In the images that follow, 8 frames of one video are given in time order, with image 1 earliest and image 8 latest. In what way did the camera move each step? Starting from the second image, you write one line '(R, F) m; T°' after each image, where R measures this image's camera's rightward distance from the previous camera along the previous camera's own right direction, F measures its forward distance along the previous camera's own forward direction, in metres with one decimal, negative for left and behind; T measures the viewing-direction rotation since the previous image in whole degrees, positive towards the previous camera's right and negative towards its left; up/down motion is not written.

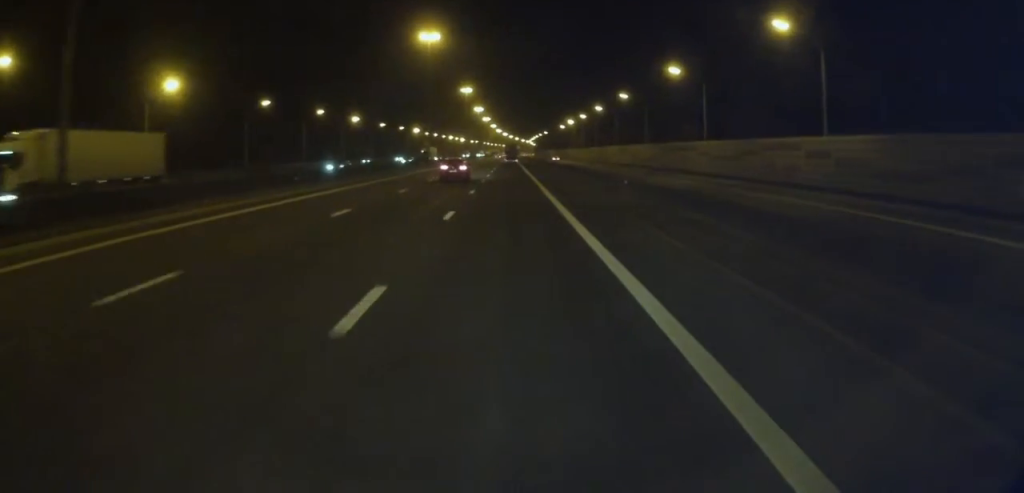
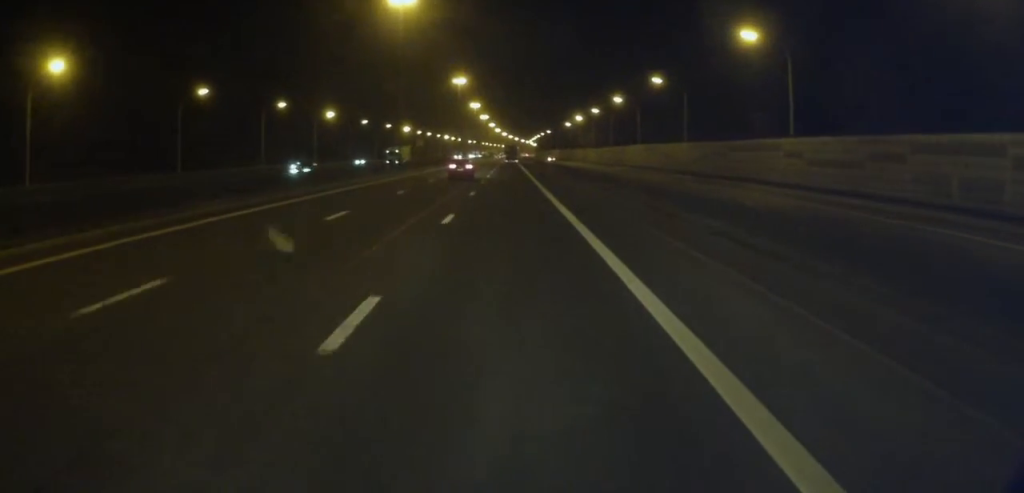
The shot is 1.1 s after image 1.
(0.0, +25.6) m; 0°
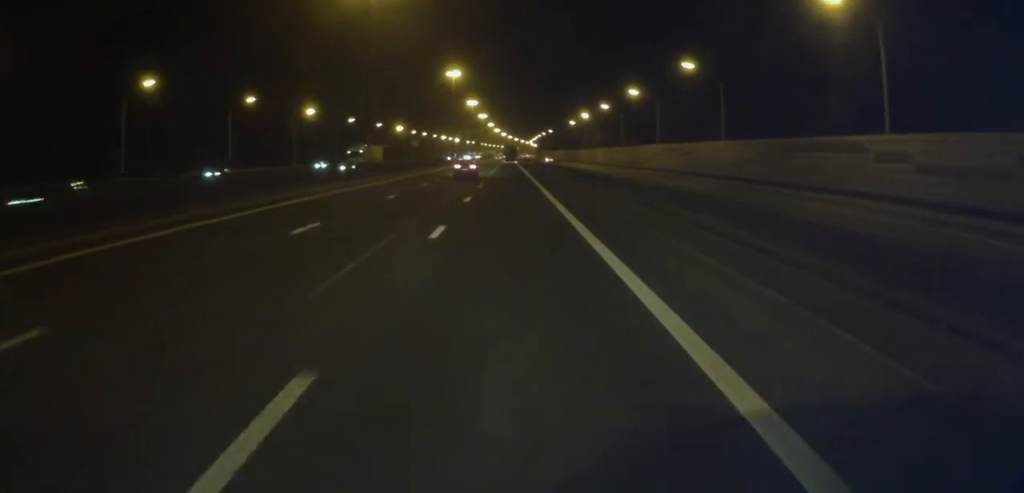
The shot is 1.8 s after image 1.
(0.0, +15.5) m; 0°
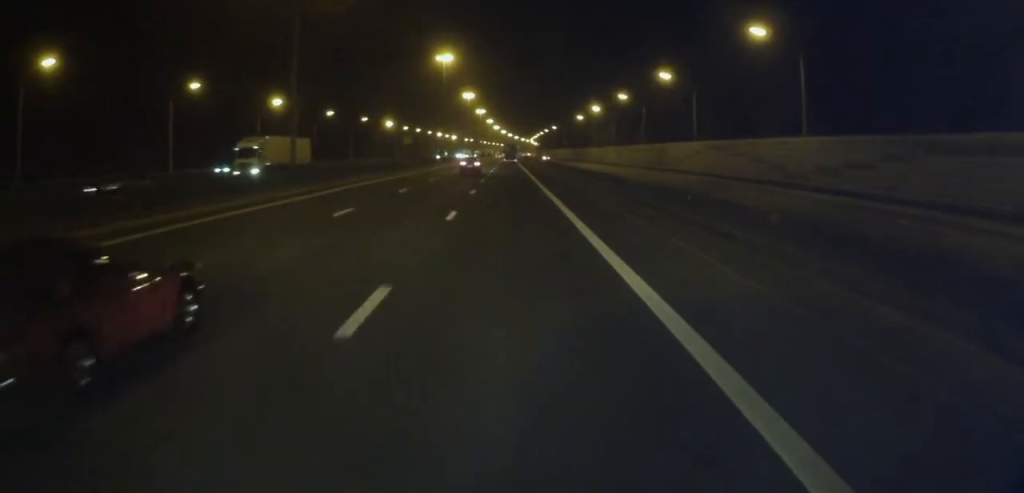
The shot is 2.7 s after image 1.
(0.0, +21.0) m; 0°
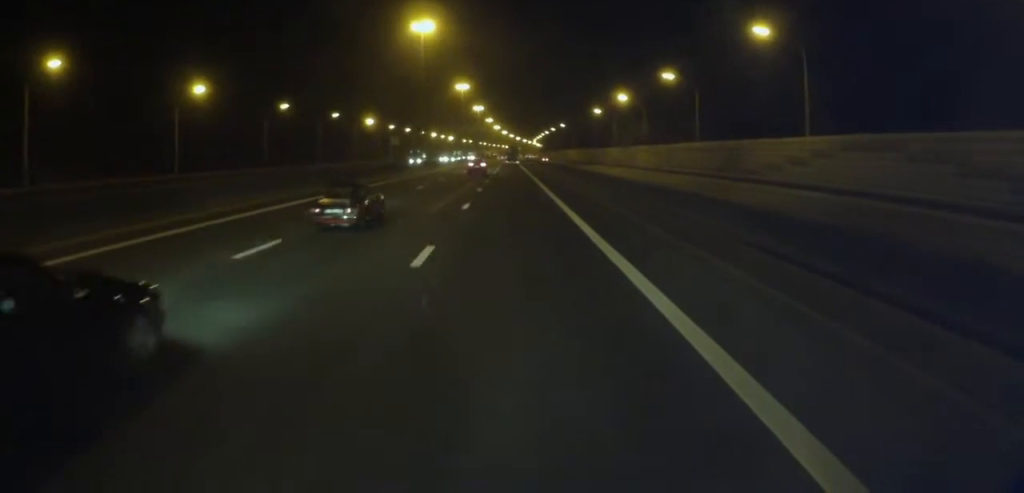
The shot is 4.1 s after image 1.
(0.0, +32.7) m; 0°
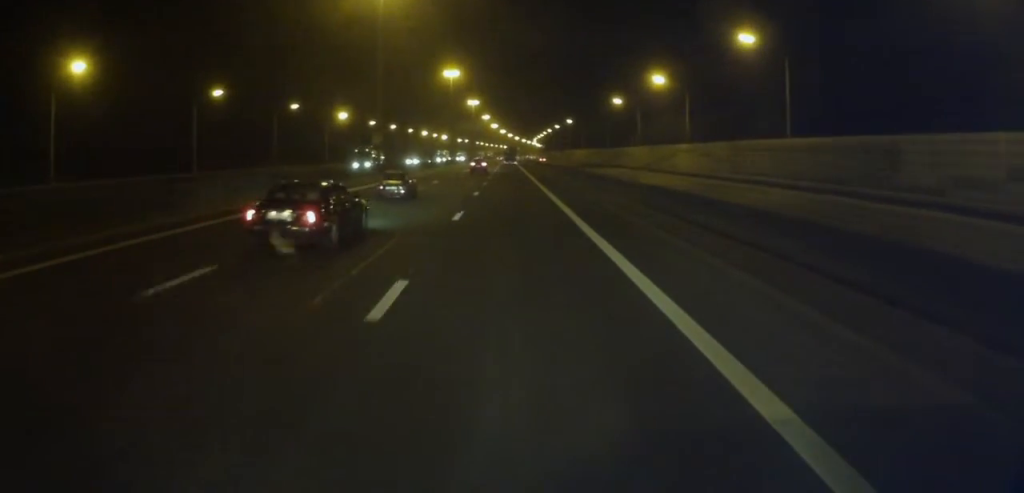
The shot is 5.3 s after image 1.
(0.0, +28.9) m; 0°
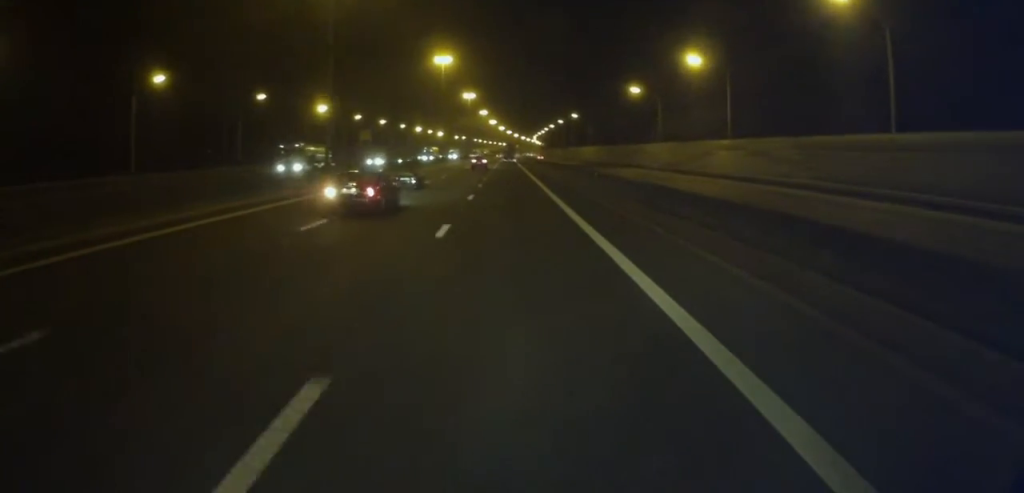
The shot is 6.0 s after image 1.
(0.0, +17.2) m; 0°
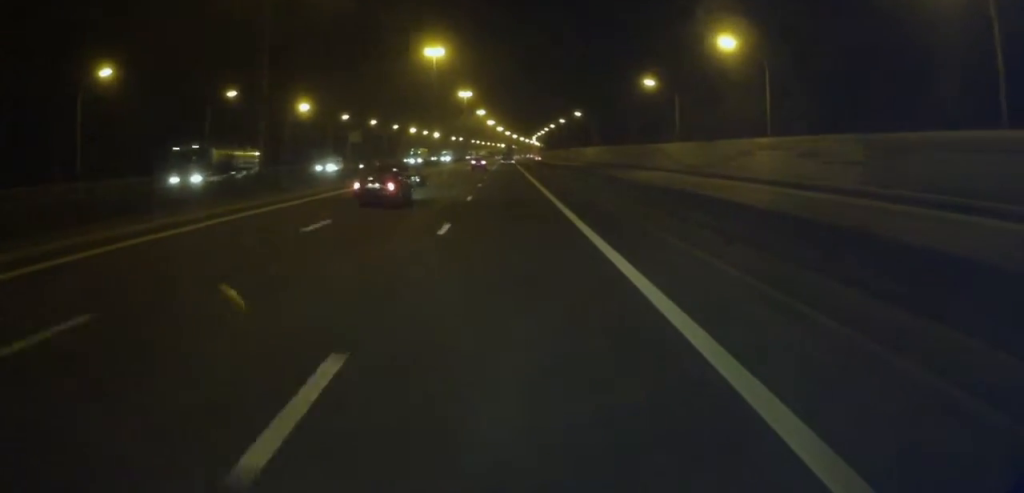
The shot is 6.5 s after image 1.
(0.0, +11.7) m; 0°
